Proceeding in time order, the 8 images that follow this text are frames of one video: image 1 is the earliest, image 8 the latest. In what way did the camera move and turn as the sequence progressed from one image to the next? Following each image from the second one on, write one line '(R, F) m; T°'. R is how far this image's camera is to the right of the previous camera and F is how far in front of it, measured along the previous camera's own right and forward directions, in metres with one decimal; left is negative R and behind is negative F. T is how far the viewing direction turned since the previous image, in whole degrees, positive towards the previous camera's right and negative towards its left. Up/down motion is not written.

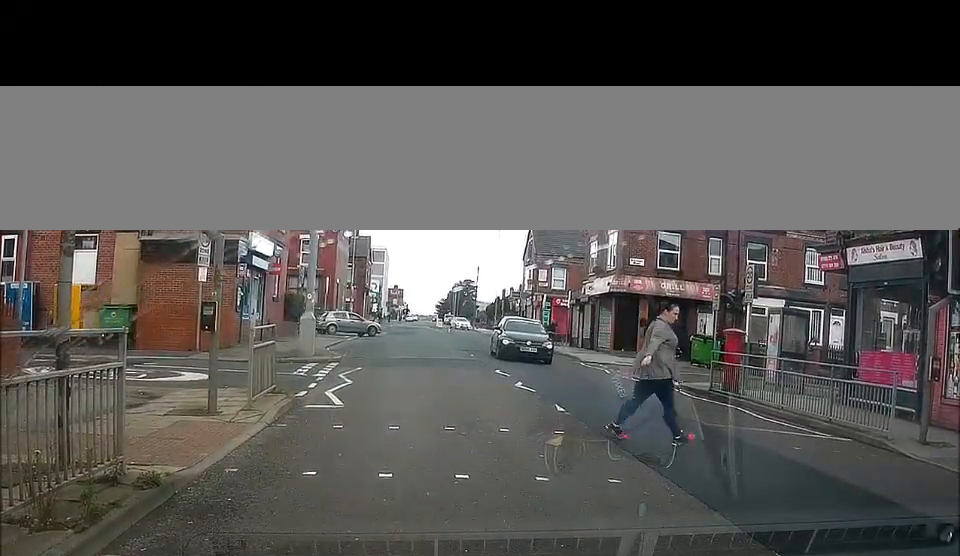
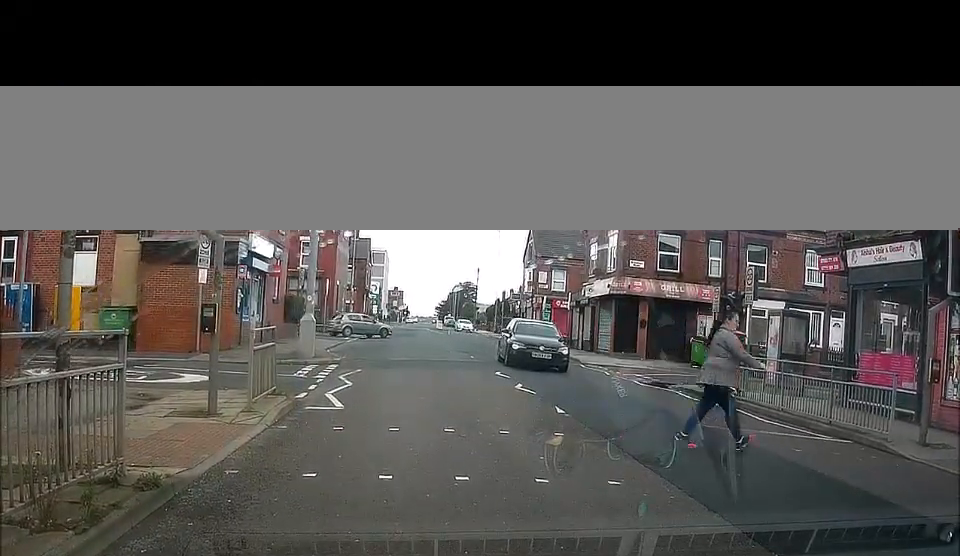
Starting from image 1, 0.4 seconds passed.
(0.0, 0.0) m; 0°
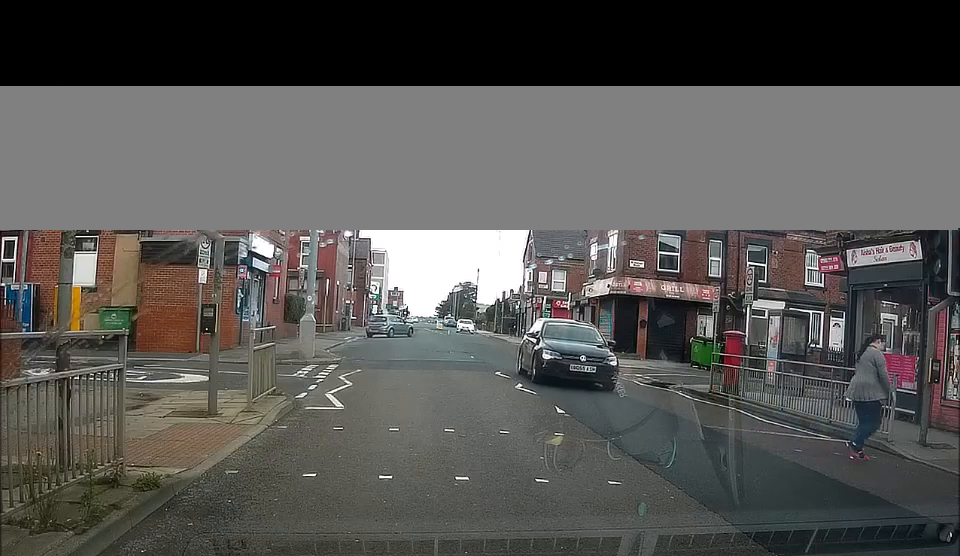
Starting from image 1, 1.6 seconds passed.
(0.0, 0.0) m; 0°
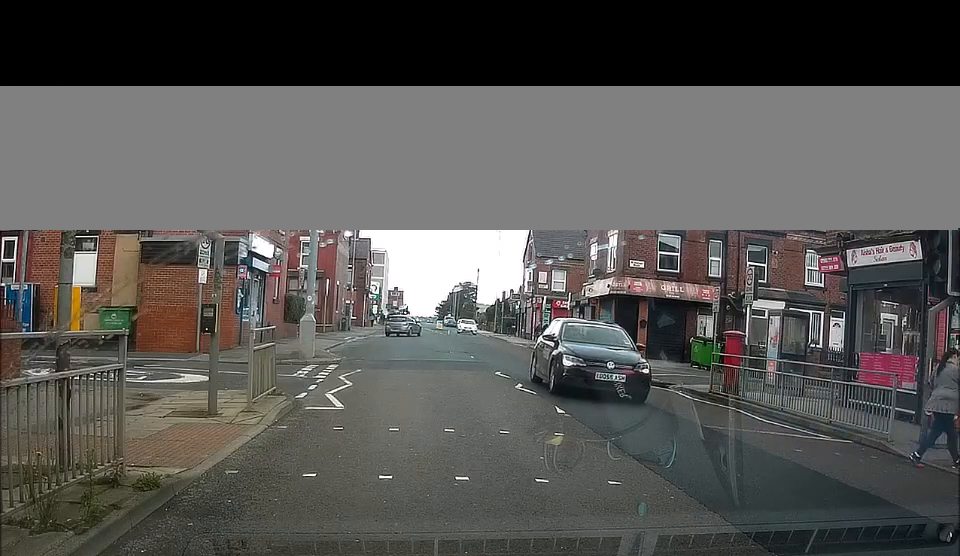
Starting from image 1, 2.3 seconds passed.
(0.0, 0.0) m; 0°
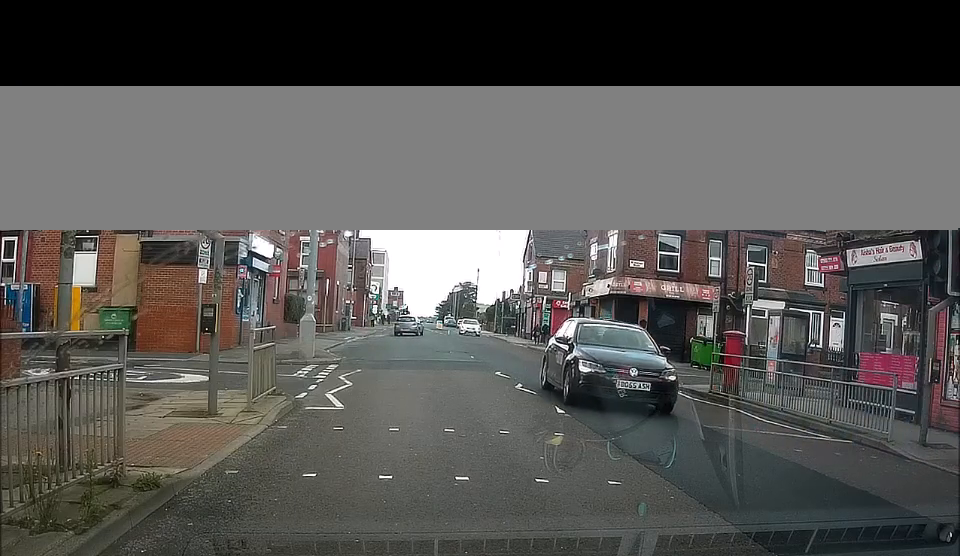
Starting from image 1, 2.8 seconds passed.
(0.0, 0.0) m; 0°
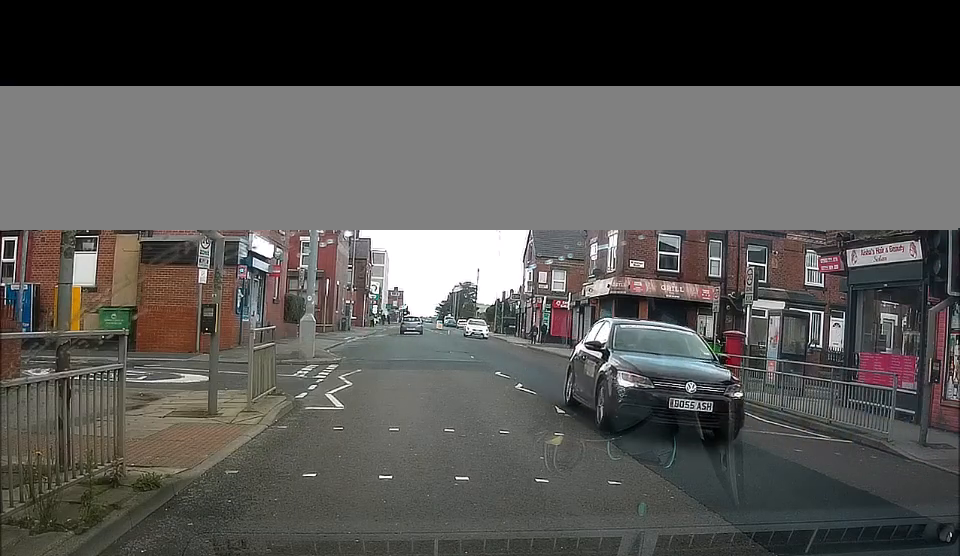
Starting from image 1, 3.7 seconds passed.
(0.0, 0.0) m; 0°
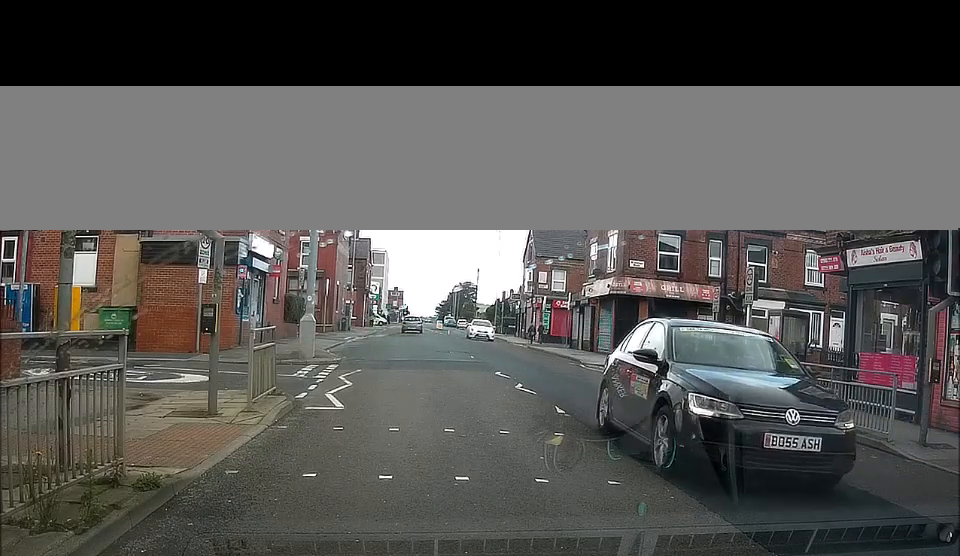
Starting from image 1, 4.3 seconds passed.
(0.0, 0.0) m; 0°
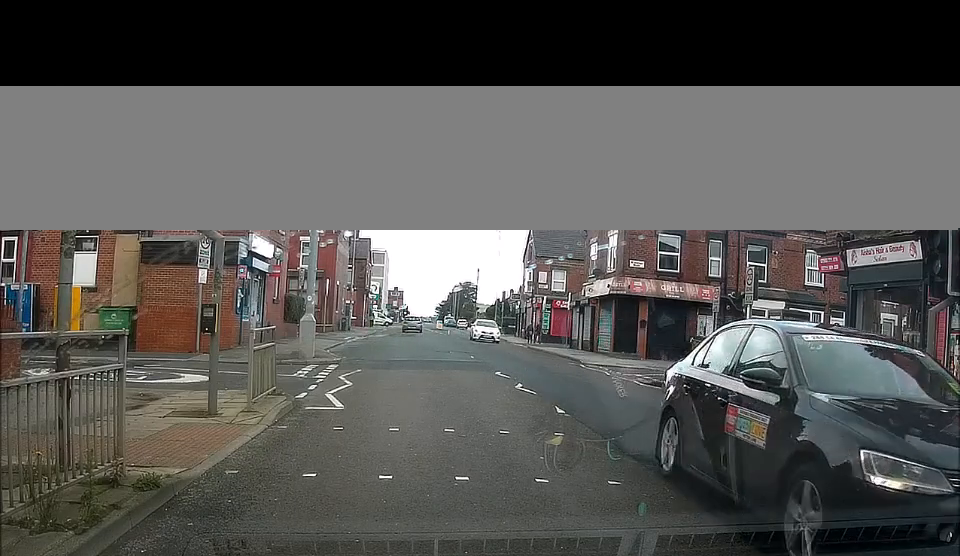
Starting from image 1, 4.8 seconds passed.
(0.0, 0.0) m; 0°
